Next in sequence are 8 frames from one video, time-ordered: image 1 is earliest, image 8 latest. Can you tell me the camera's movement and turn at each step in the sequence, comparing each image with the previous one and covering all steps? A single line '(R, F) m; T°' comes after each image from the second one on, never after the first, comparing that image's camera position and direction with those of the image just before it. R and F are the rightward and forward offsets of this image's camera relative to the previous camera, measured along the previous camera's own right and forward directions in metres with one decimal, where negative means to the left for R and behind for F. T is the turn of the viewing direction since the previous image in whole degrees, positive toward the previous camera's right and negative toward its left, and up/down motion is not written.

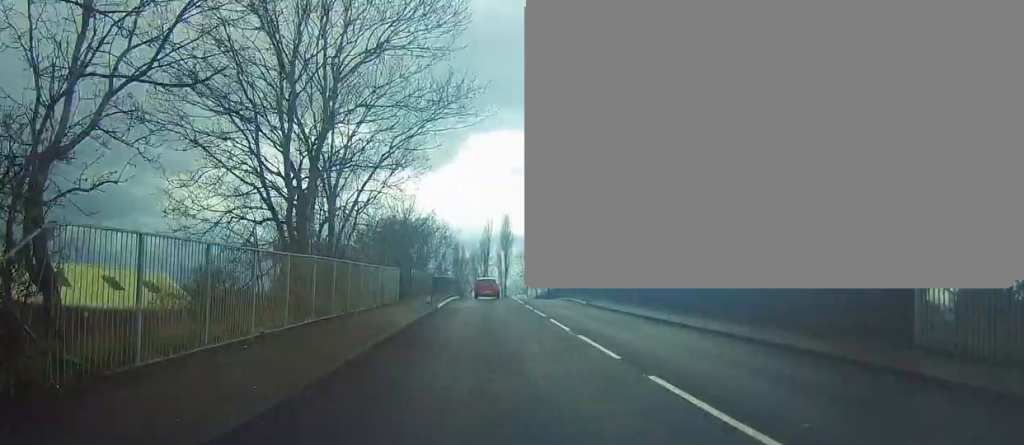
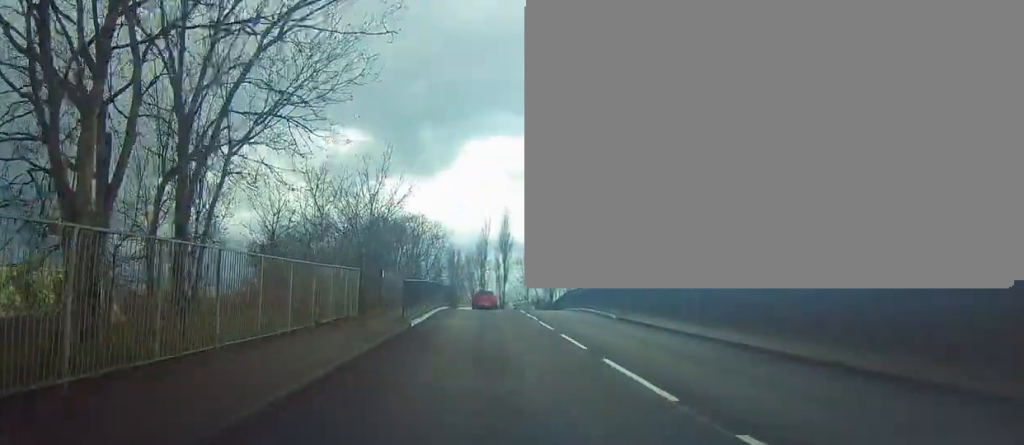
(-0.2, +9.4) m; 0°
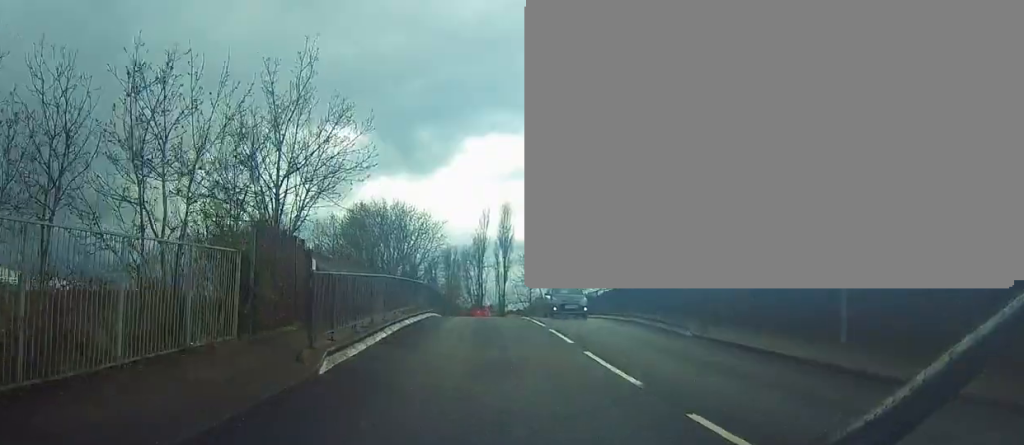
(+0.3, +10.8) m; +2°
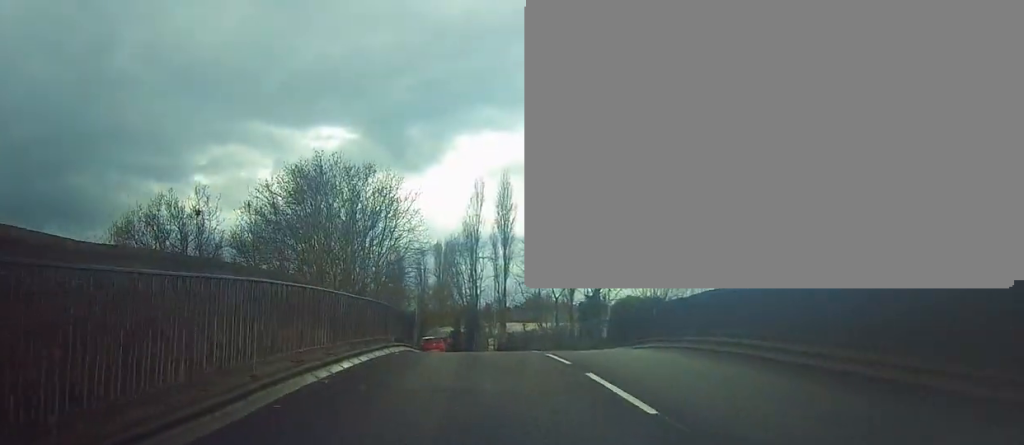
(0.0, +19.4) m; 0°
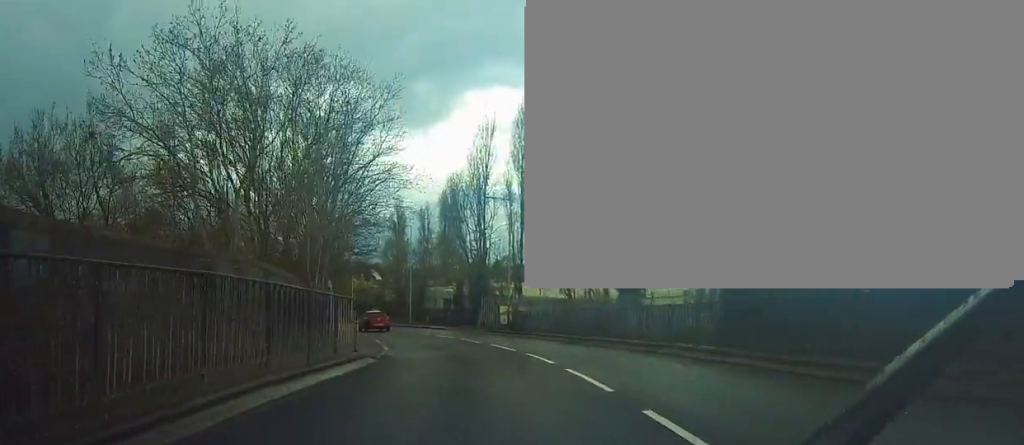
(-0.2, +15.5) m; -1°
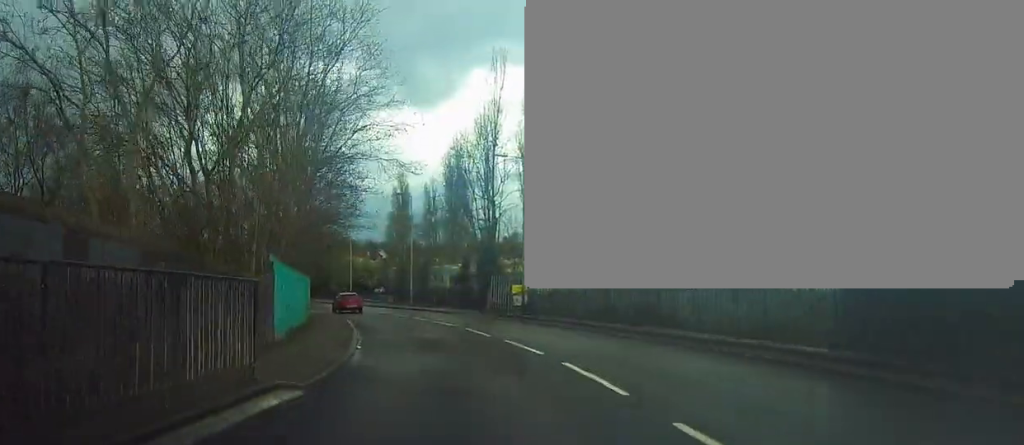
(0.0, +6.9) m; -1°
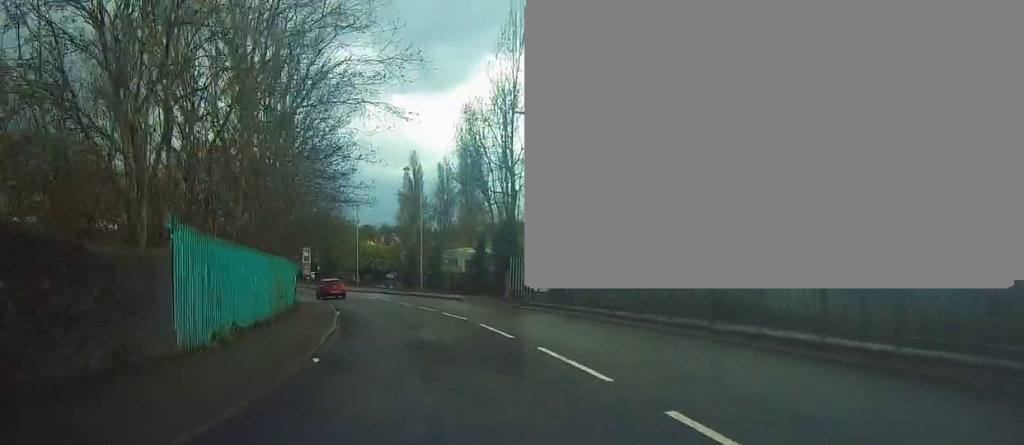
(+0.3, +5.8) m; -1°
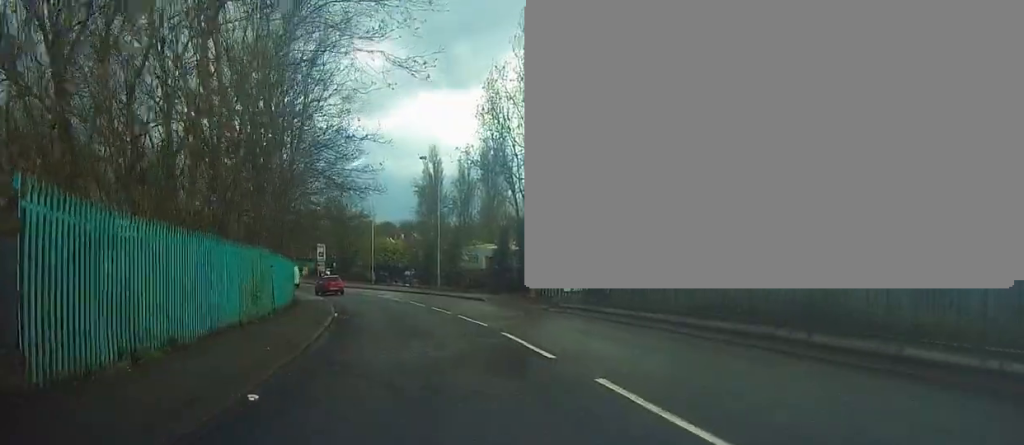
(-0.2, +4.1) m; -3°
